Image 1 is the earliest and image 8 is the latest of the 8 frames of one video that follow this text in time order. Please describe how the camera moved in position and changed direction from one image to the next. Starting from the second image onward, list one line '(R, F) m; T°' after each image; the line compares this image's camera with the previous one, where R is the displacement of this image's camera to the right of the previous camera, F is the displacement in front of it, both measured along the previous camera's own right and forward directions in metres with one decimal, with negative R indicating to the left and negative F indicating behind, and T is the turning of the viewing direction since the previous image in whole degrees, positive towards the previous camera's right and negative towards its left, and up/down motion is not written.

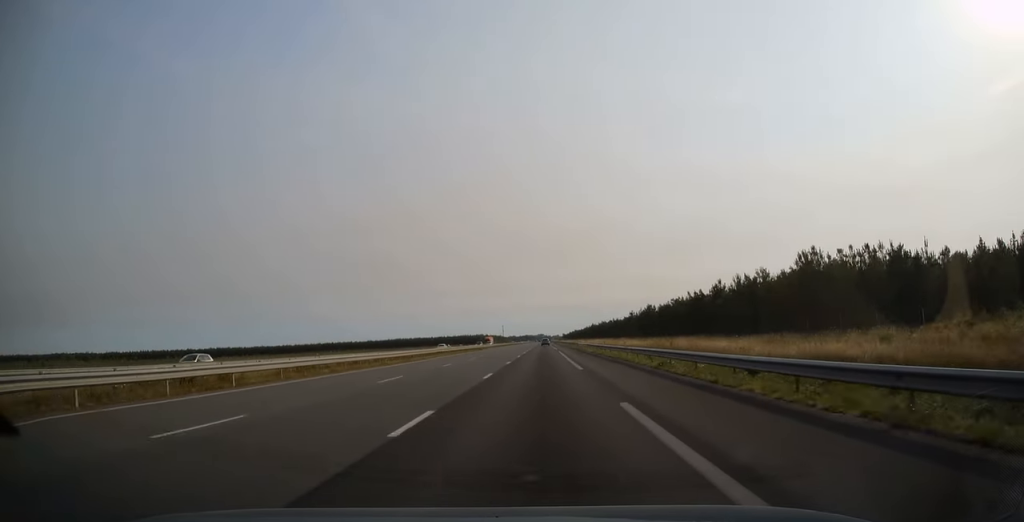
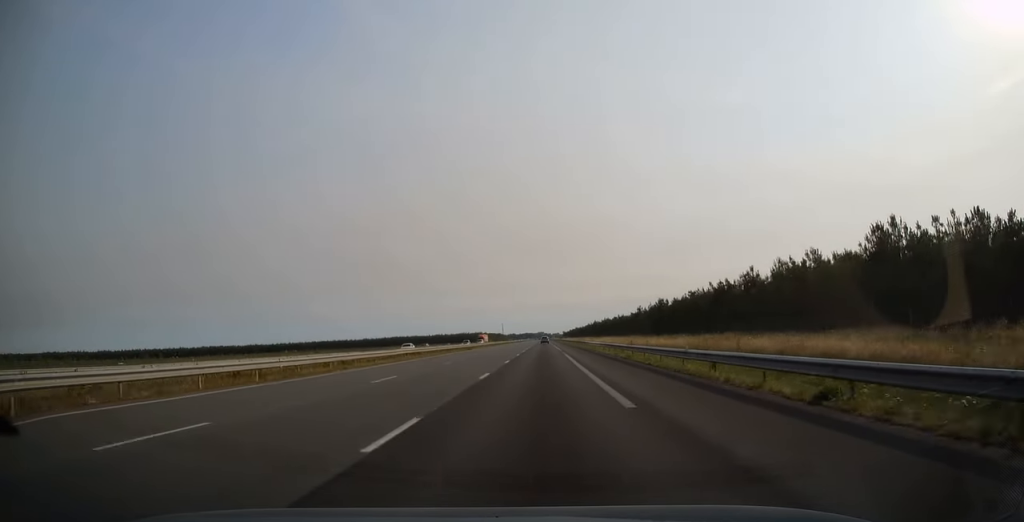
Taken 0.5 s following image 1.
(0.0, +14.3) m; 0°
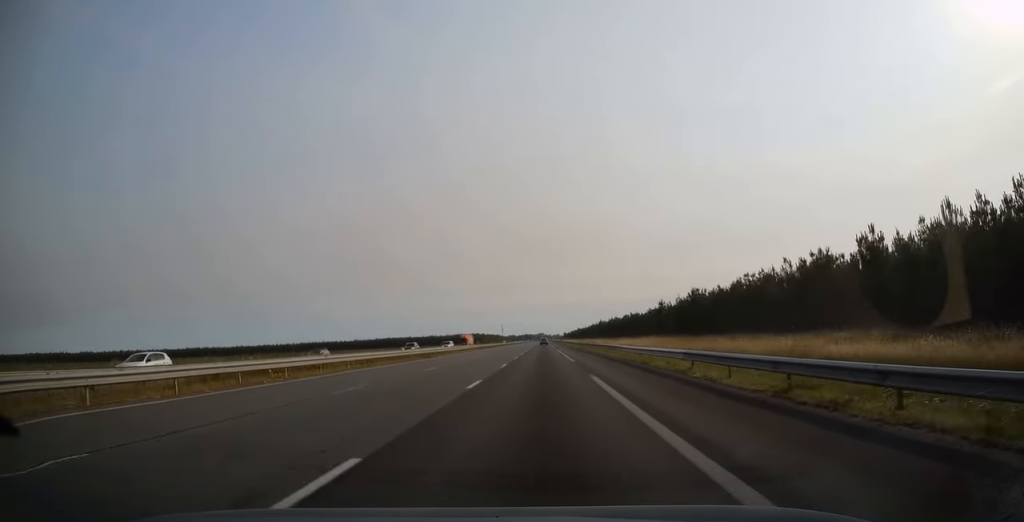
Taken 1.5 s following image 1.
(0.0, +29.5) m; 0°
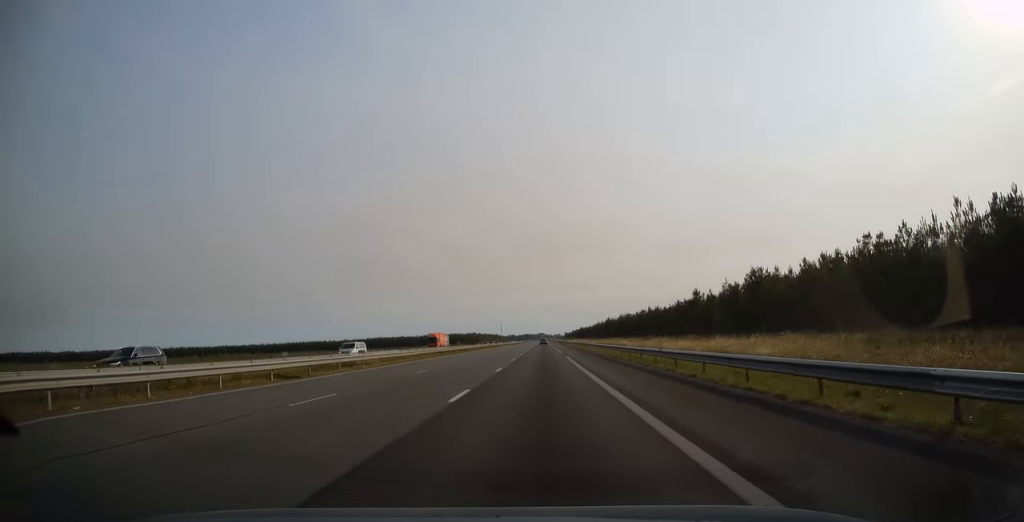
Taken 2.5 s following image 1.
(0.0, +29.5) m; 0°
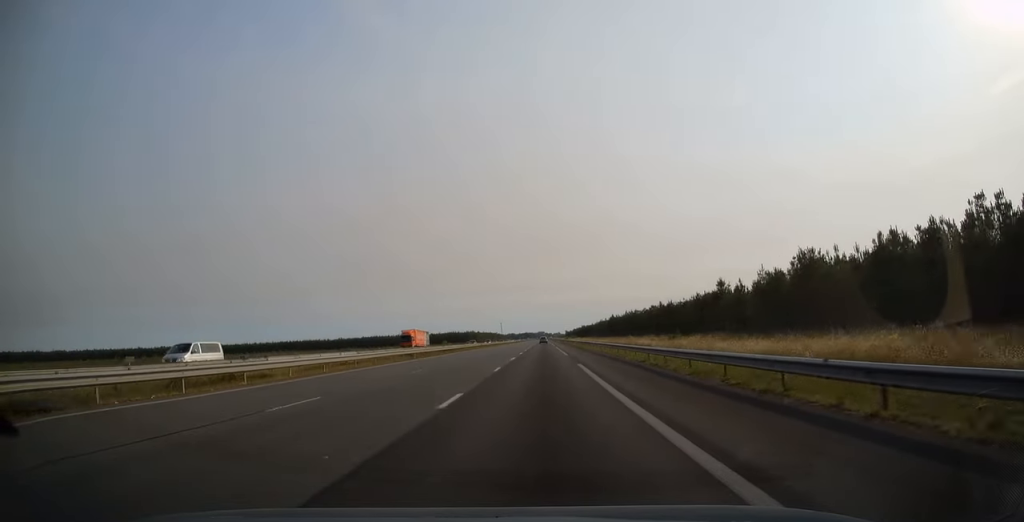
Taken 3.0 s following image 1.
(0.0, +14.2) m; 0°
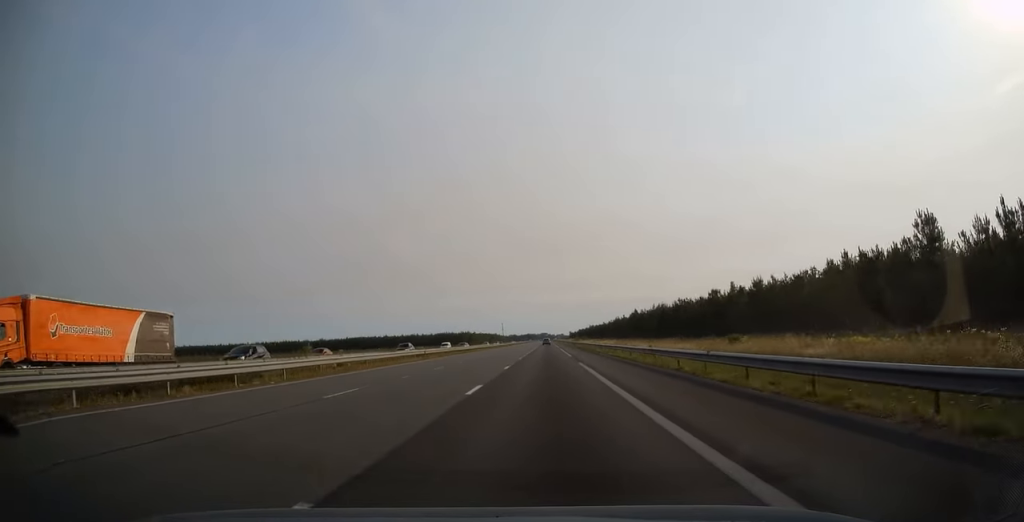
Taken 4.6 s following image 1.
(+0.1, +49.0) m; 0°
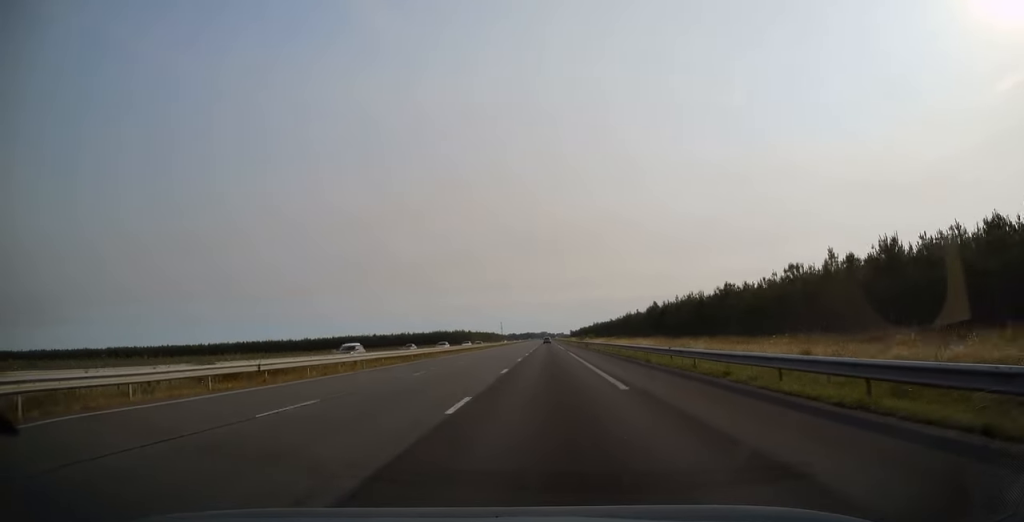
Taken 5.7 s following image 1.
(-0.2, +30.0) m; 0°
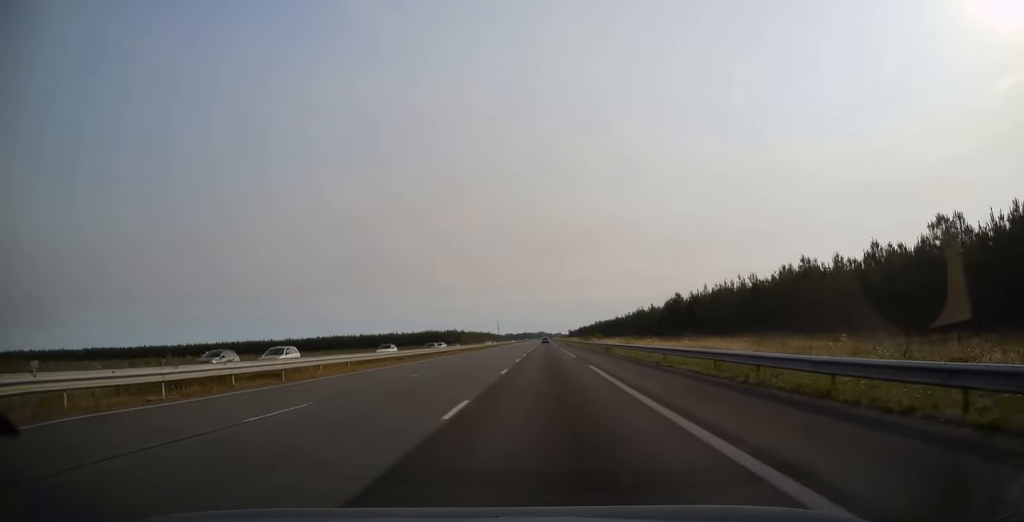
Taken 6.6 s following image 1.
(0.0, +26.5) m; 0°
